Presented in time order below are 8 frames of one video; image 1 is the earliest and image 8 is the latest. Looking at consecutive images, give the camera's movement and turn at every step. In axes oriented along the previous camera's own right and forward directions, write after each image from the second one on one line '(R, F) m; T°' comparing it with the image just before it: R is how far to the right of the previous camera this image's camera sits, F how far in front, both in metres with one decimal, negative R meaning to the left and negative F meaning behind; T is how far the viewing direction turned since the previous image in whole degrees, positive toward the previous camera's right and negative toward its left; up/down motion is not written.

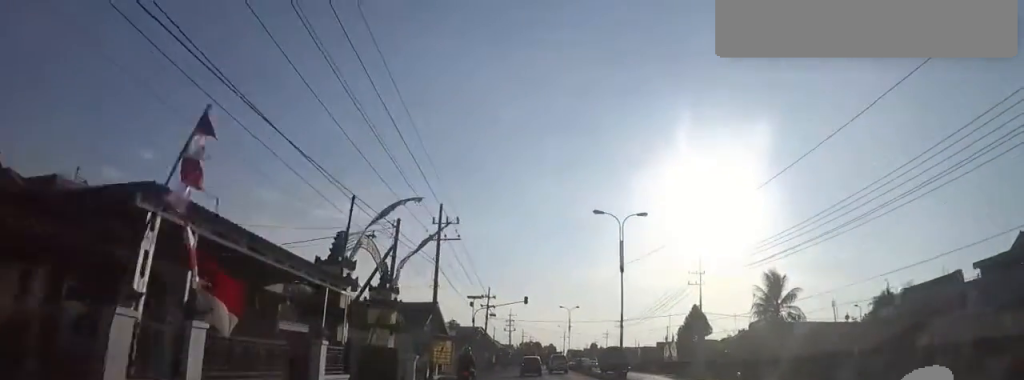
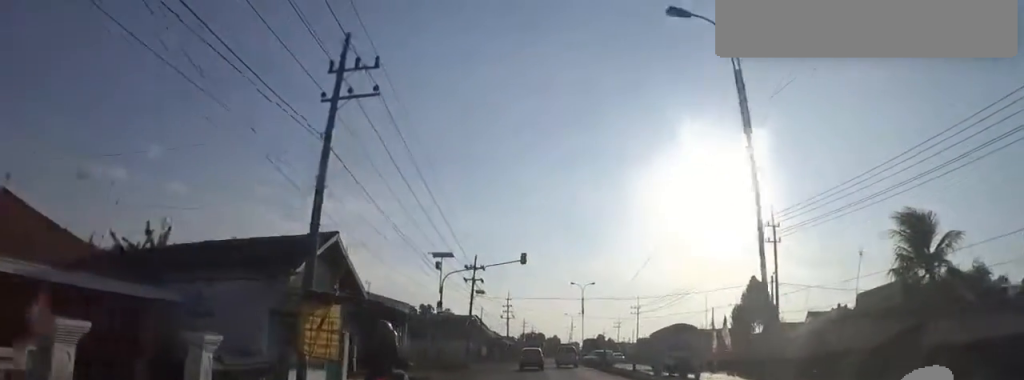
(0.0, +17.6) m; 0°
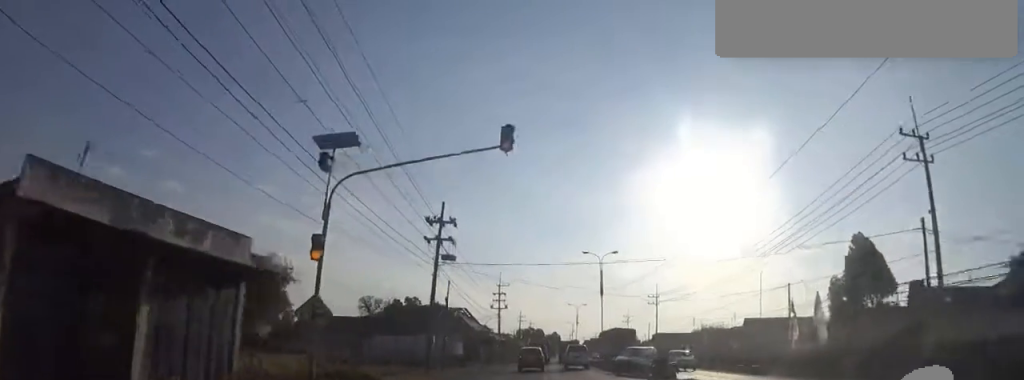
(+0.5, +16.6) m; +4°
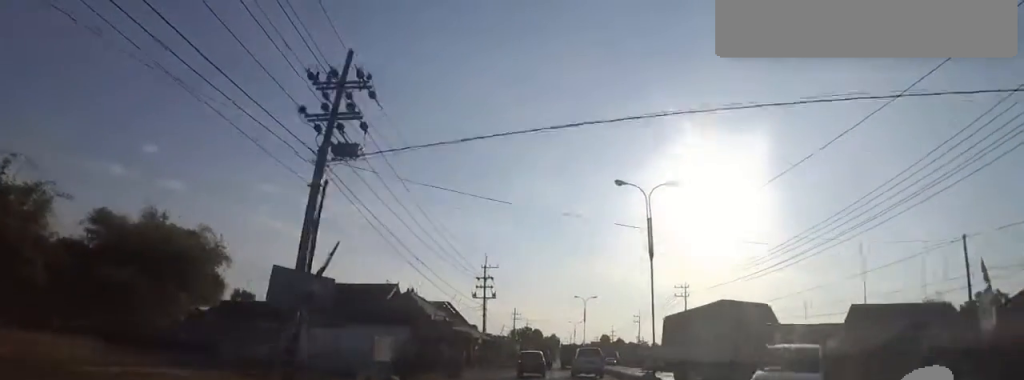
(+0.2, +17.4) m; -3°
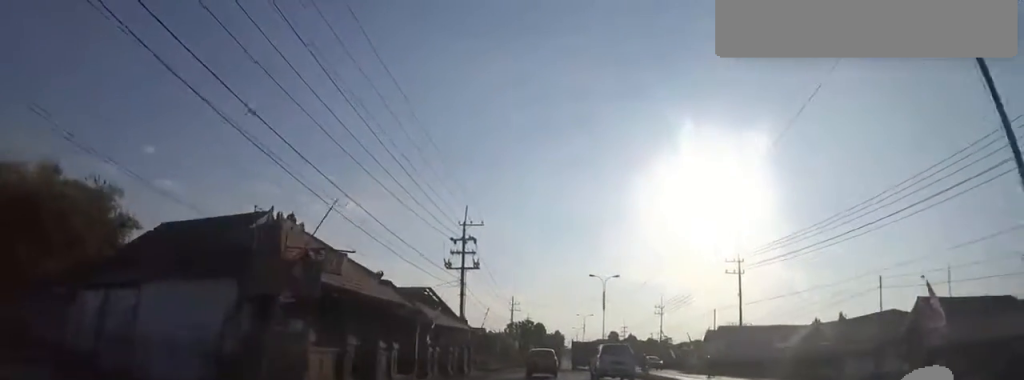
(-0.7, +17.4) m; +1°
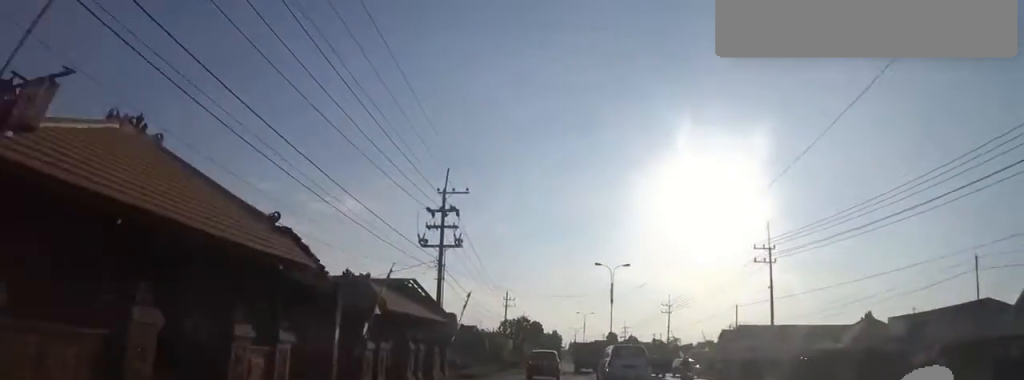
(+0.1, +7.3) m; +1°
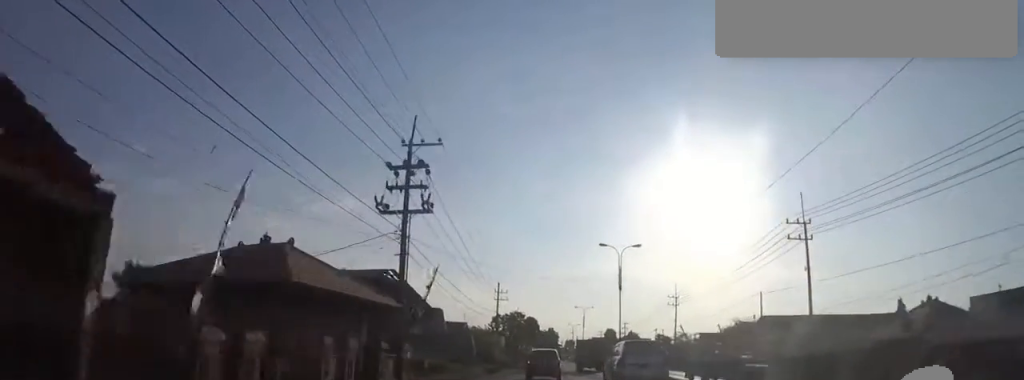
(+0.6, +6.7) m; 0°
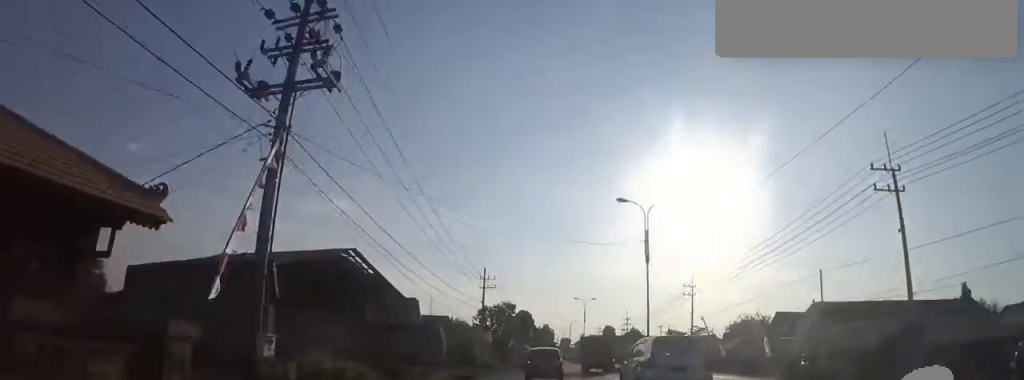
(-0.2, +10.5) m; 0°
